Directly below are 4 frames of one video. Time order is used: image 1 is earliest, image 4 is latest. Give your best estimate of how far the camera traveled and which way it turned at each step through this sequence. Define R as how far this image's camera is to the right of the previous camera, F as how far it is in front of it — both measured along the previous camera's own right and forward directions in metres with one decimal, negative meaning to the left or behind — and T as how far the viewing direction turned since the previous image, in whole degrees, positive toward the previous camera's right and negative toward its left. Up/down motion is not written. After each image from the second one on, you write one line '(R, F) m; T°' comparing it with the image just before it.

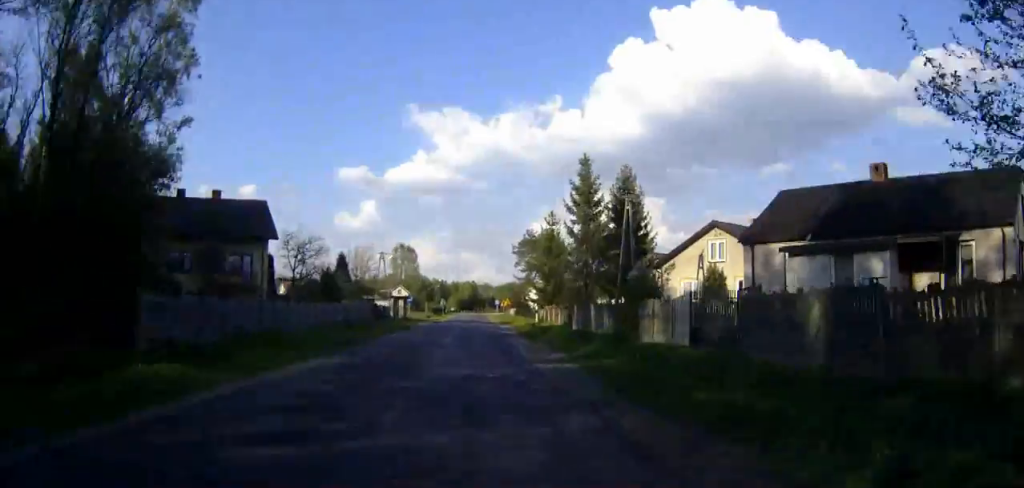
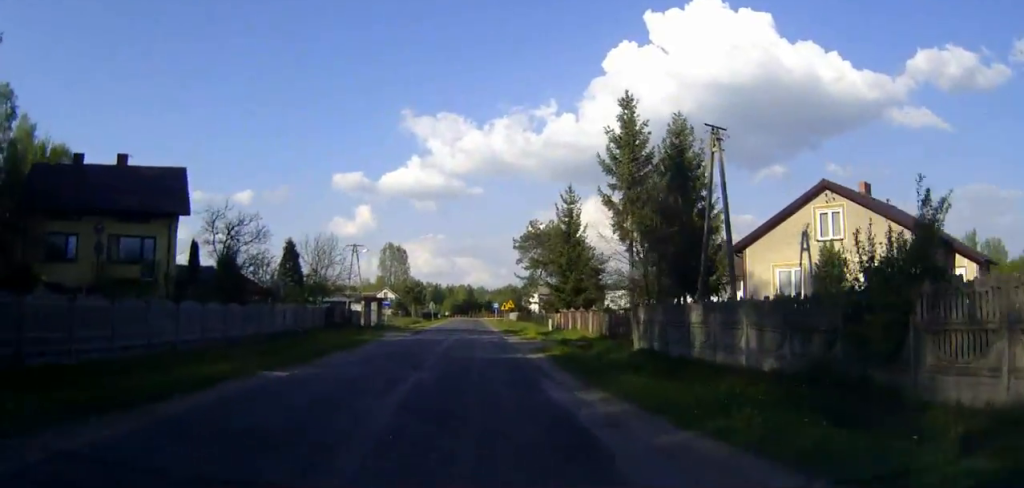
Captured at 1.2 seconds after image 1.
(+0.2, +17.3) m; +1°
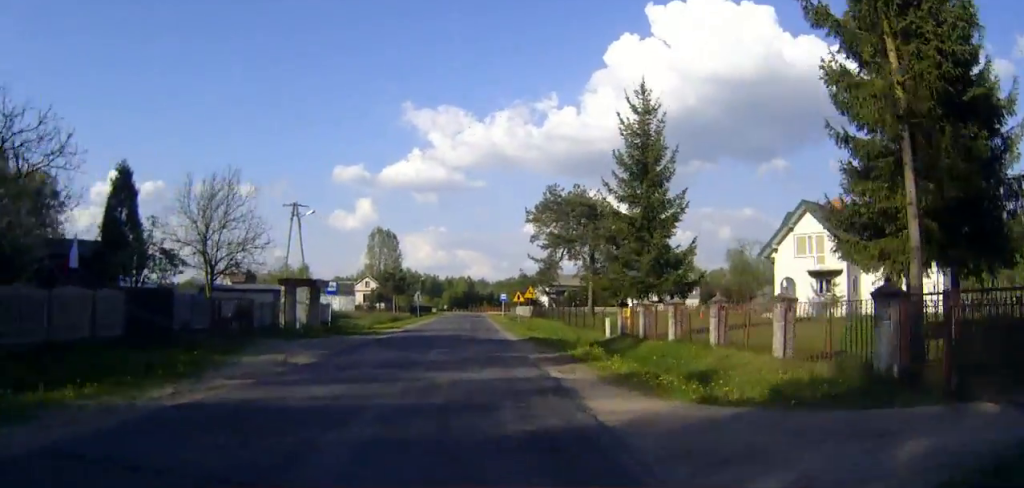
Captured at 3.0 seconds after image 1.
(+0.3, +25.5) m; +1°
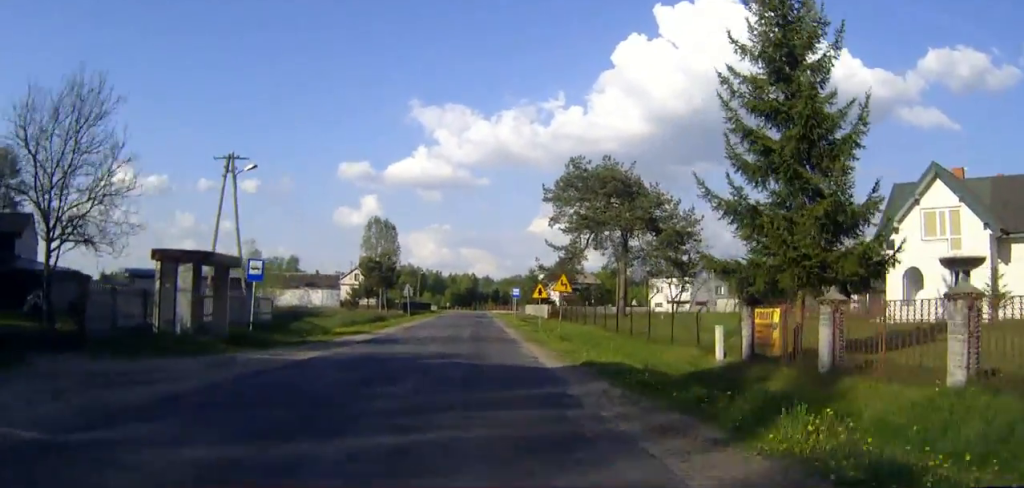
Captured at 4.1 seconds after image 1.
(+0.1, +15.3) m; 0°
